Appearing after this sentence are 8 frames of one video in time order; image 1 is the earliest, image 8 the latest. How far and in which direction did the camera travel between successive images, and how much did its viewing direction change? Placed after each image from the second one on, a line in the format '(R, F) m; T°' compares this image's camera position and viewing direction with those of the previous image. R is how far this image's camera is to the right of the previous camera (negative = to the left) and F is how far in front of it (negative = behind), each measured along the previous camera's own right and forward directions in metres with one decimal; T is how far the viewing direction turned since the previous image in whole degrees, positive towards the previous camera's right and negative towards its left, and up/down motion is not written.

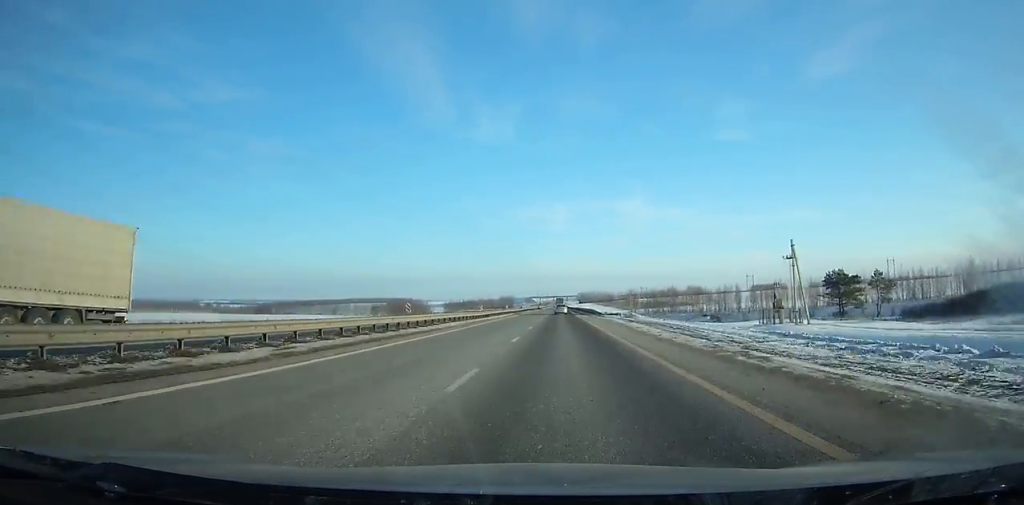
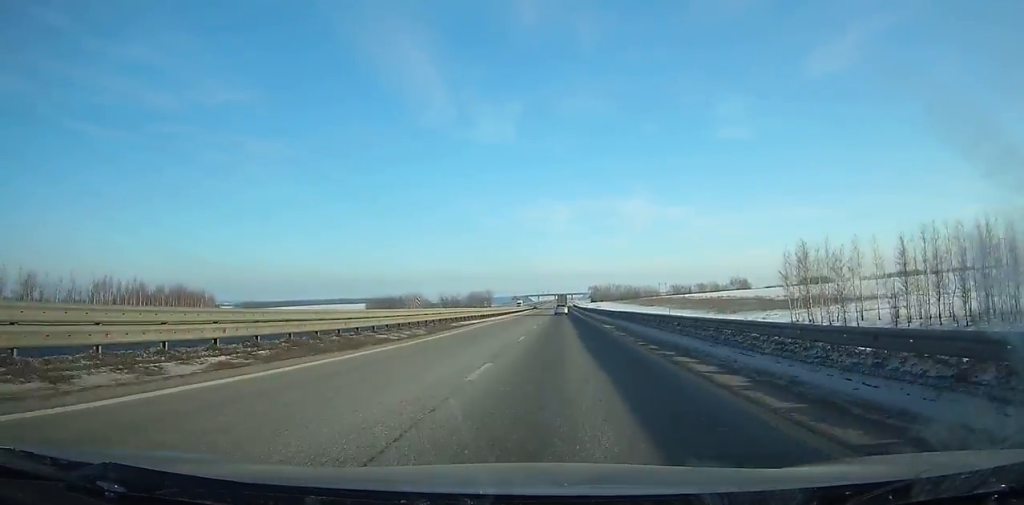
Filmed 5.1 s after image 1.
(-0.1, +175.7) m; 0°
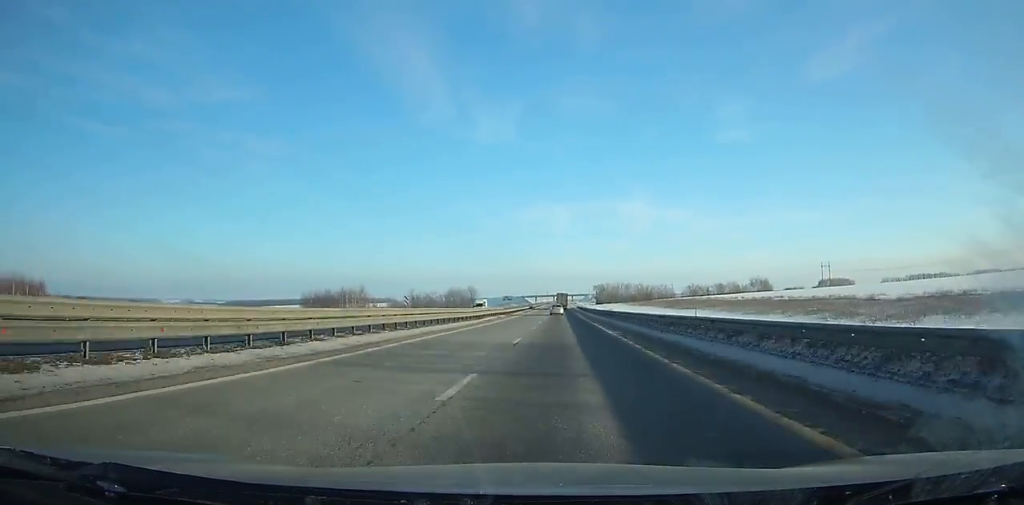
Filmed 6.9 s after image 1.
(-0.1, +61.6) m; 0°
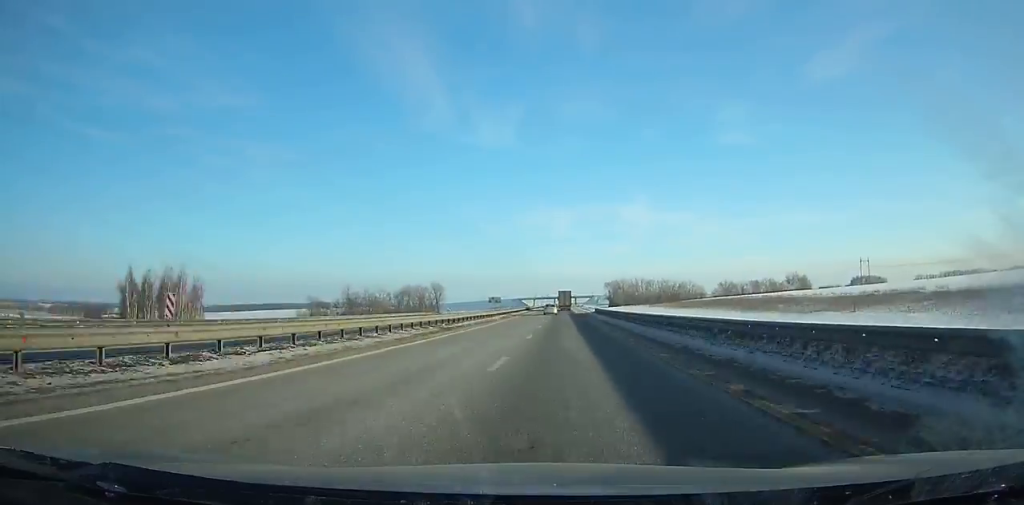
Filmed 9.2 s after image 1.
(0.0, +79.0) m; 0°
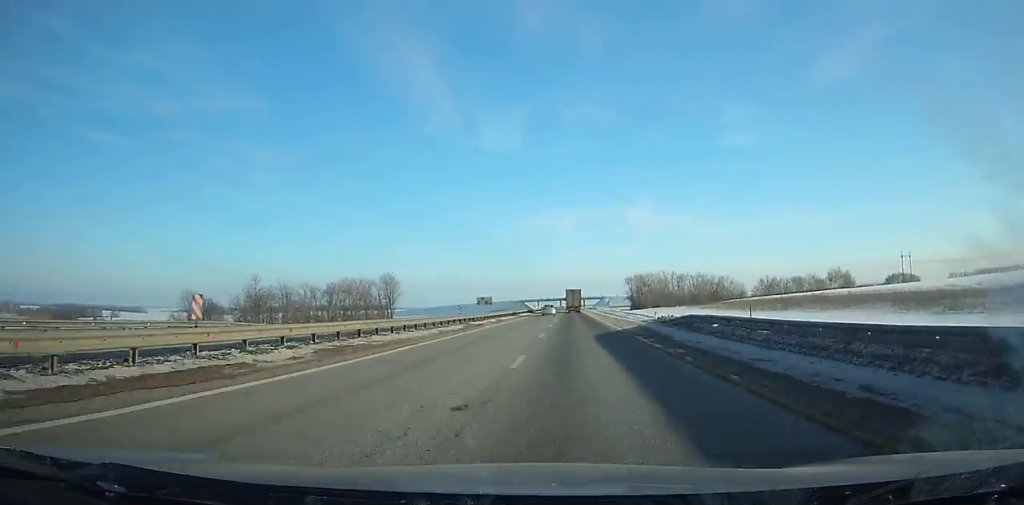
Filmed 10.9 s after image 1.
(0.0, +58.4) m; 0°
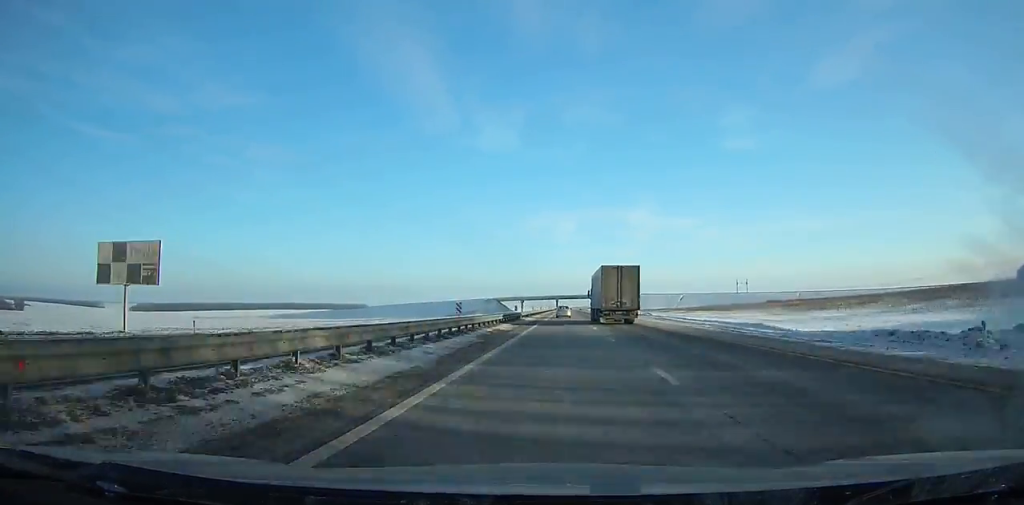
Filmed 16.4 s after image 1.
(-0.3, +190.3) m; 0°
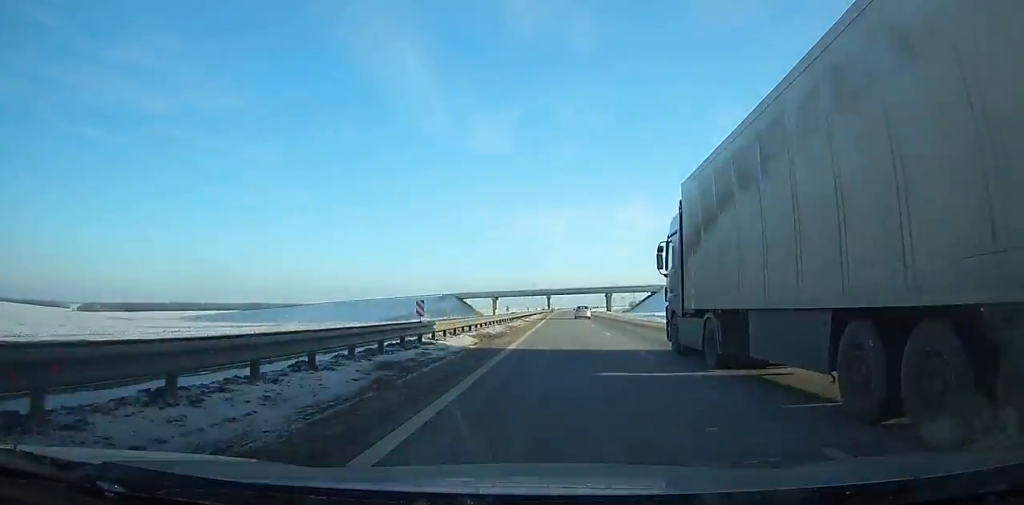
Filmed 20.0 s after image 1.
(+0.5, +125.0) m; +1°
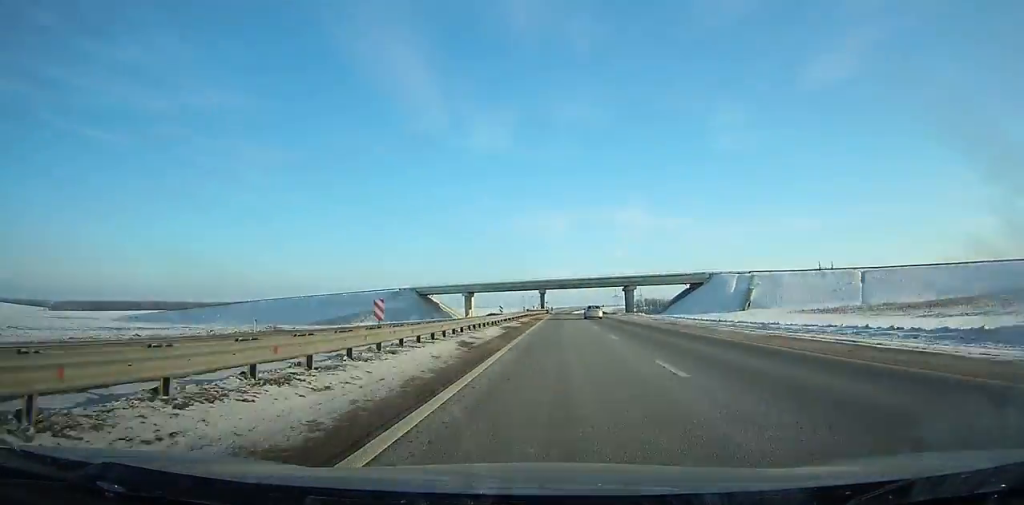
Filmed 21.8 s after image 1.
(+0.1, +62.4) m; 0°
